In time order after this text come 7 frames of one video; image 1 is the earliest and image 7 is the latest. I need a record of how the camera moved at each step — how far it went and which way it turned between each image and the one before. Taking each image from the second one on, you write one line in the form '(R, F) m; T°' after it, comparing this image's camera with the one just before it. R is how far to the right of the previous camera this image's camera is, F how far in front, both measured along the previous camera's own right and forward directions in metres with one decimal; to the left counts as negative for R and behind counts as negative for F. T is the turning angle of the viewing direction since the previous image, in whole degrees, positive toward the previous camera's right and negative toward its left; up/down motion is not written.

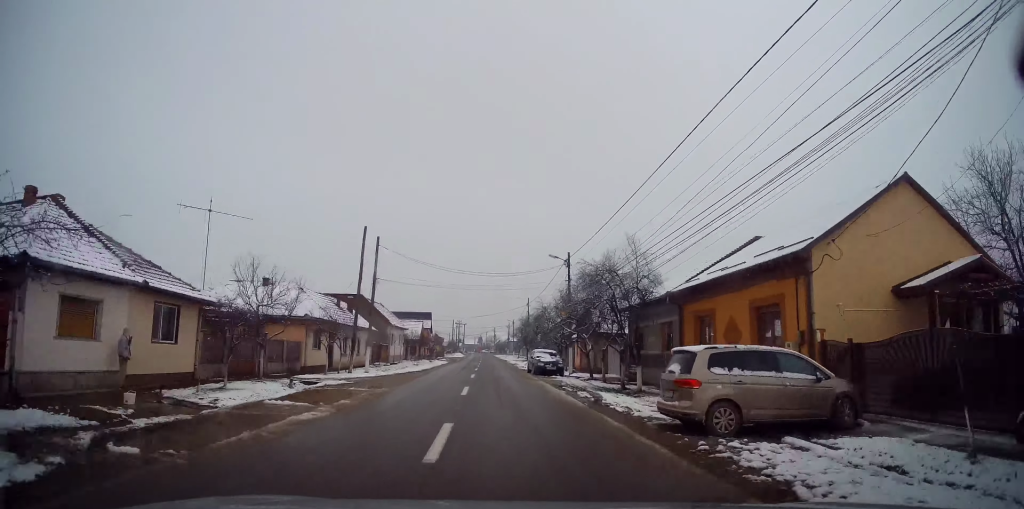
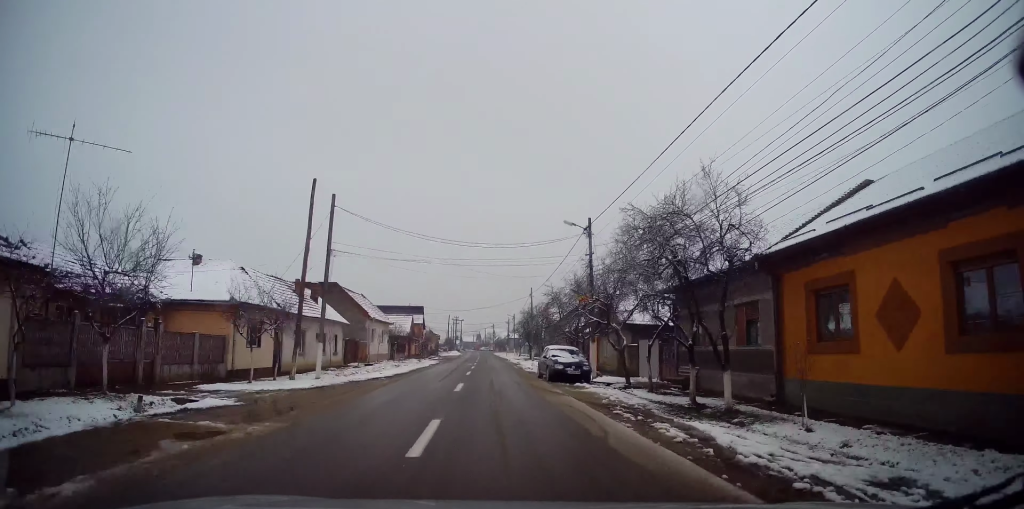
(+0.3, +8.9) m; 0°
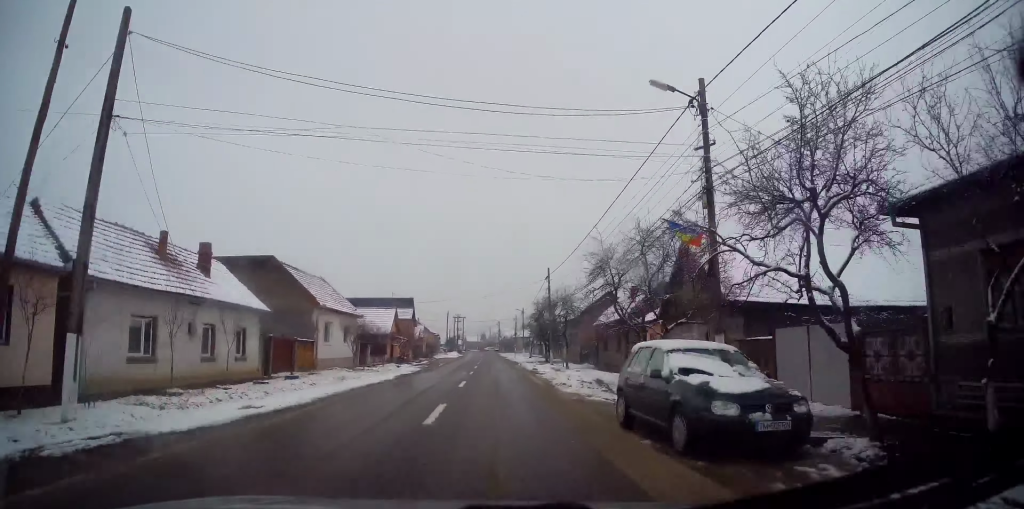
(0.0, +15.1) m; -1°
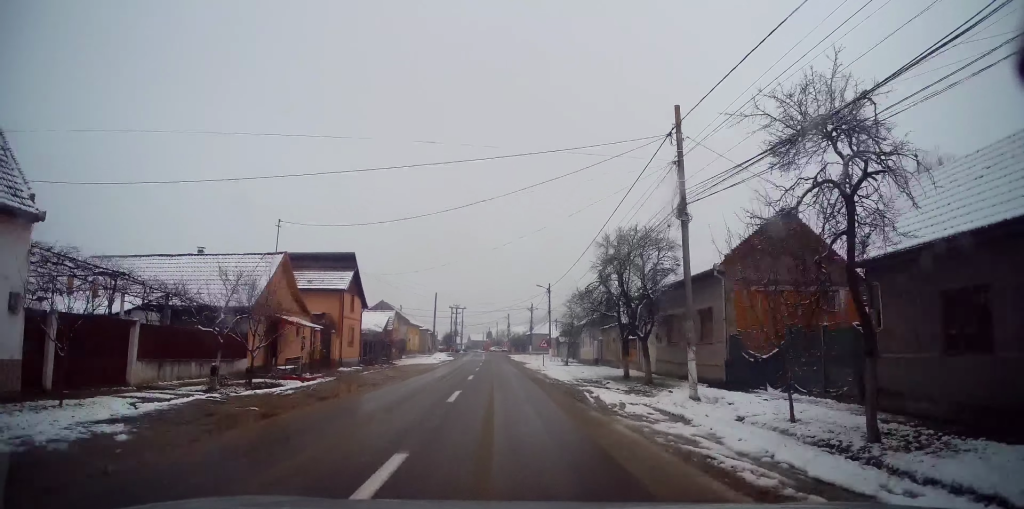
(+0.1, +32.1) m; +1°
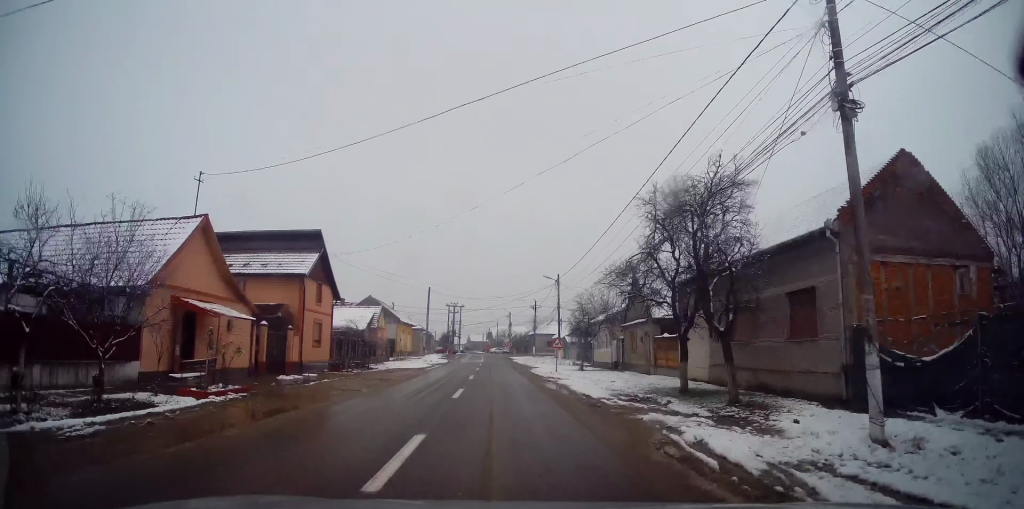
(+0.2, +7.7) m; 0°
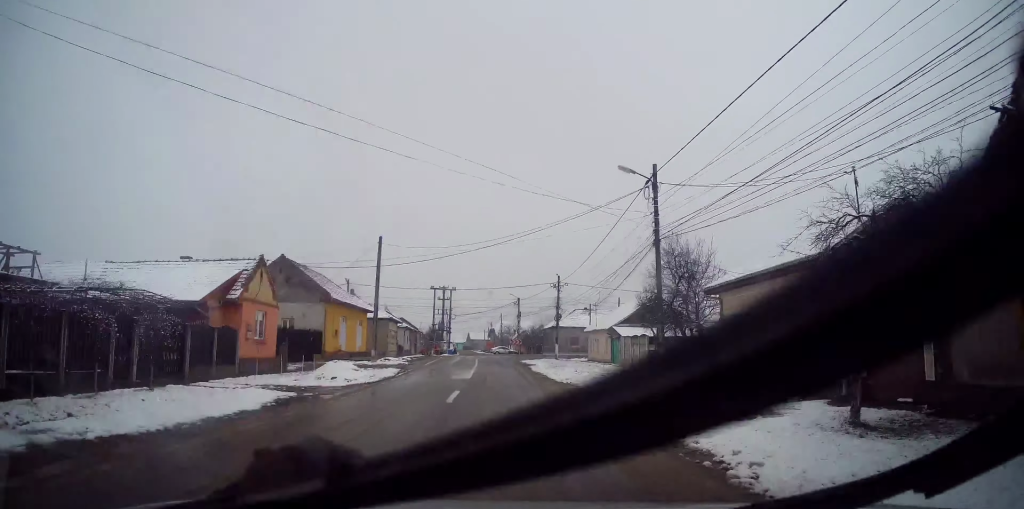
(-1.1, +29.0) m; 0°
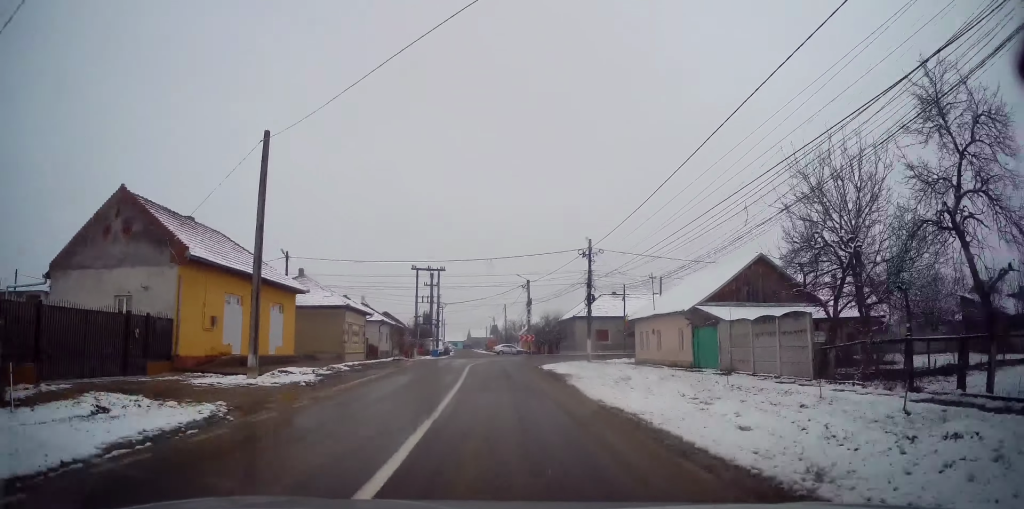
(+0.4, +17.9) m; -1°
